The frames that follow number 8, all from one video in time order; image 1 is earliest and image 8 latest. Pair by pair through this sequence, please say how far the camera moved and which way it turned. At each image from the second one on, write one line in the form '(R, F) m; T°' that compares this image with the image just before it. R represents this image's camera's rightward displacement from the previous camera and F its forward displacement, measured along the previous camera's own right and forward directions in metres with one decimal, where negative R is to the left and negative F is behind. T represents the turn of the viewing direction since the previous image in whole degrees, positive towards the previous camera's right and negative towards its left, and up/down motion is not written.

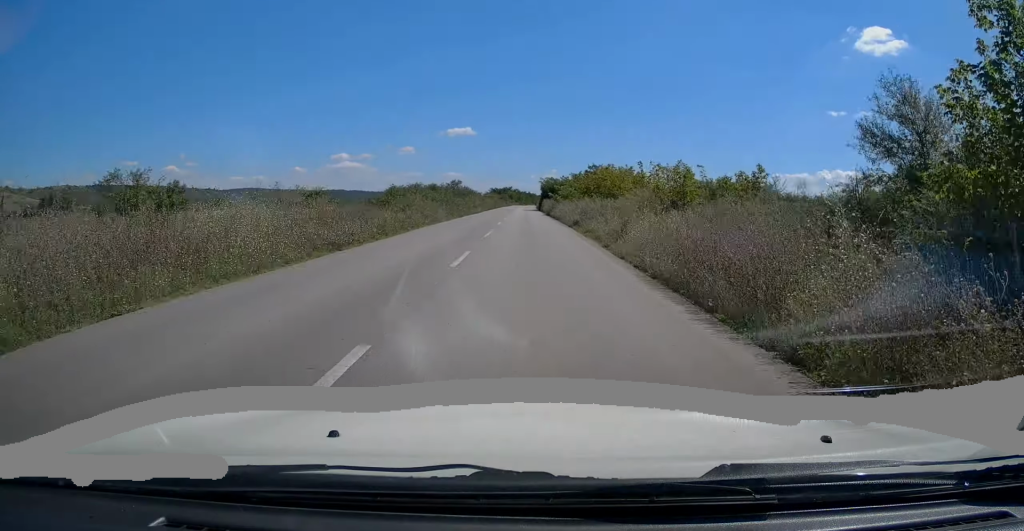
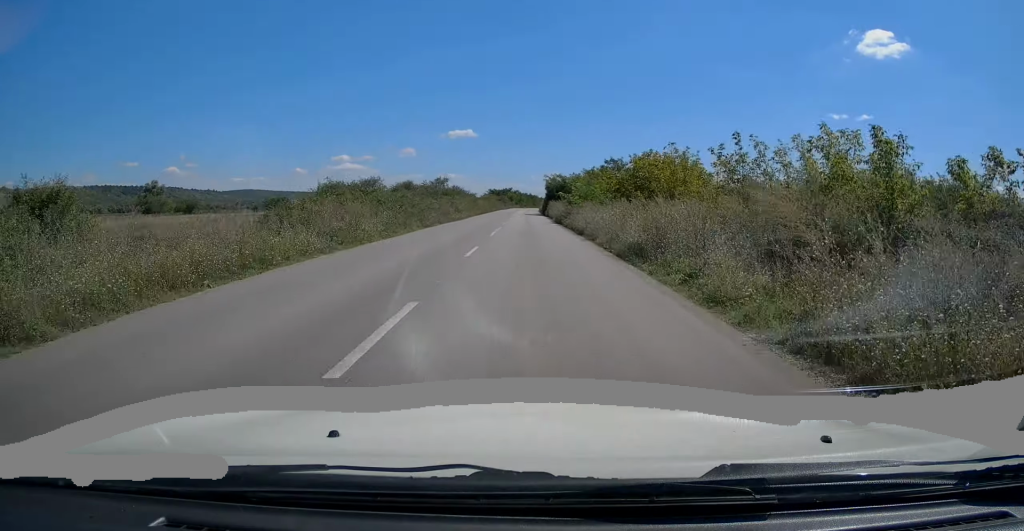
(0.0, +15.7) m; 0°
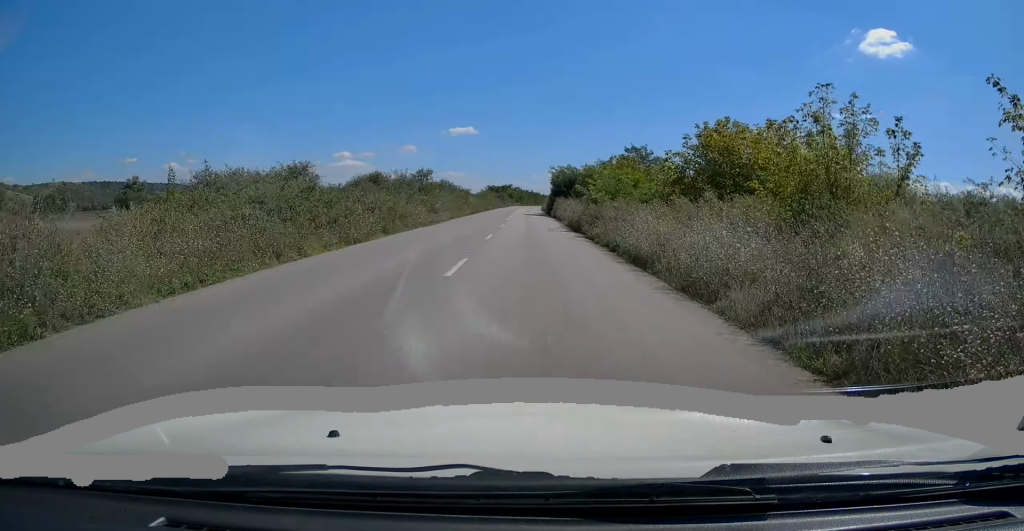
(0.0, +12.5) m; 0°
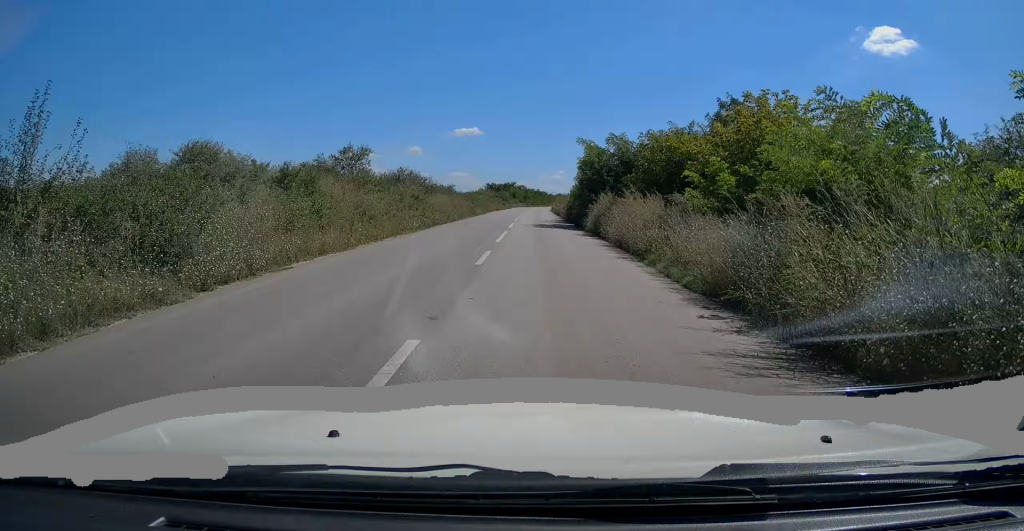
(-0.1, +24.9) m; +1°
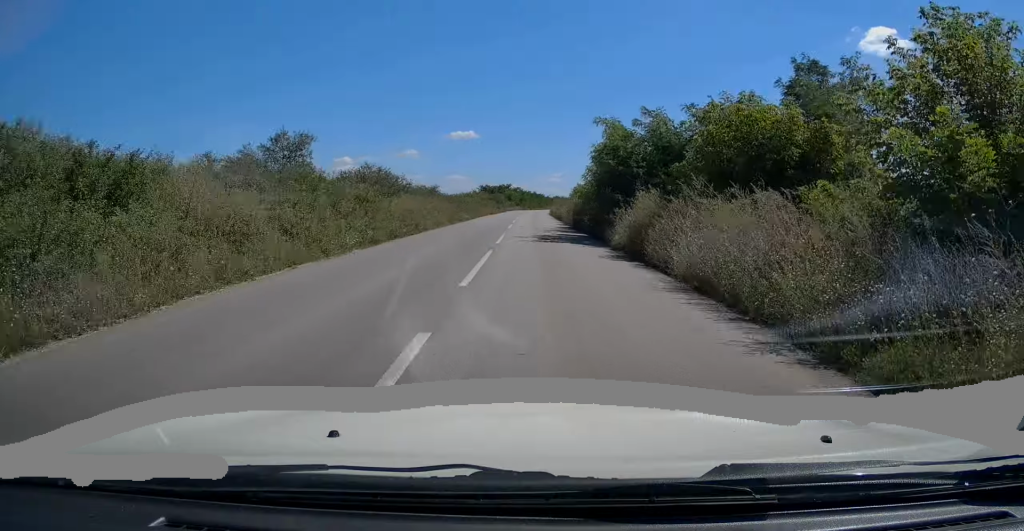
(+0.1, +8.6) m; 0°
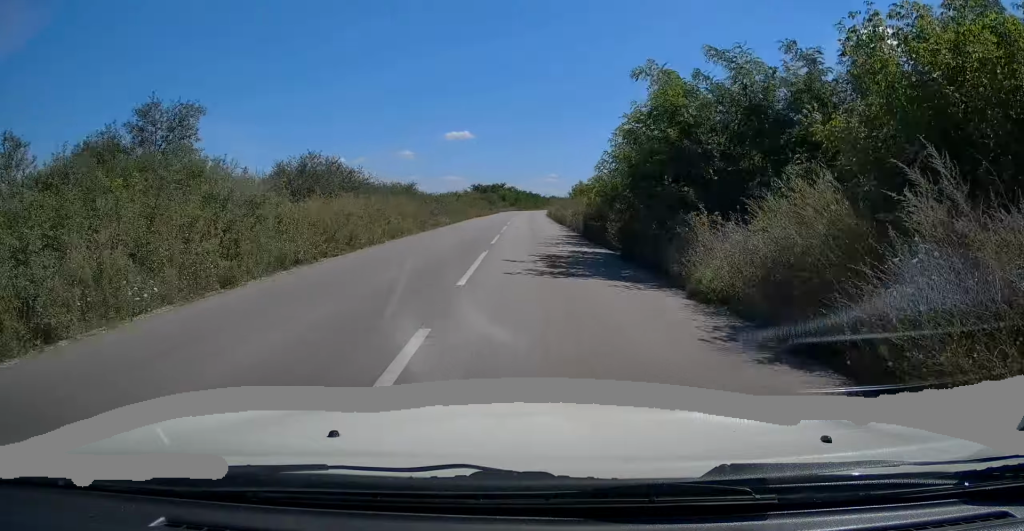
(+0.2, +8.6) m; 0°
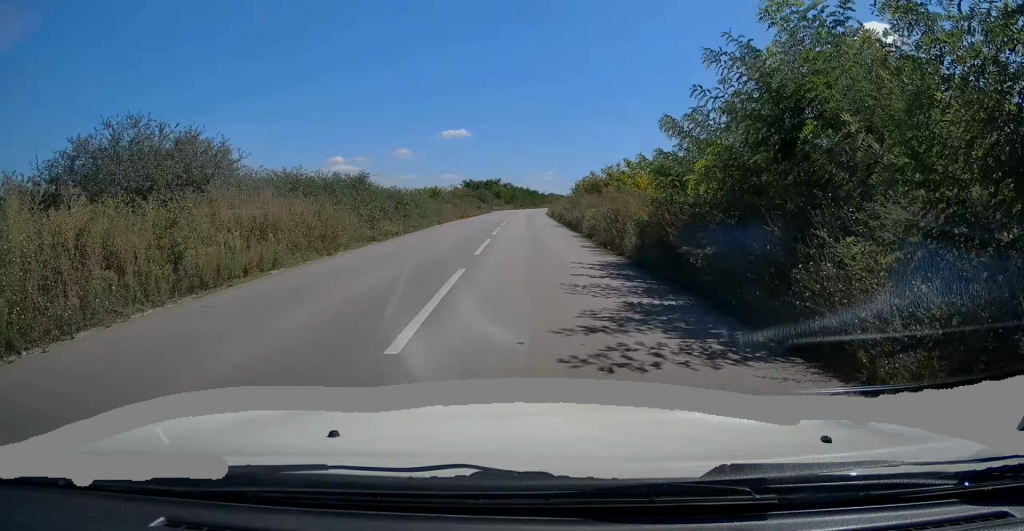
(-0.2, +12.7) m; 0°
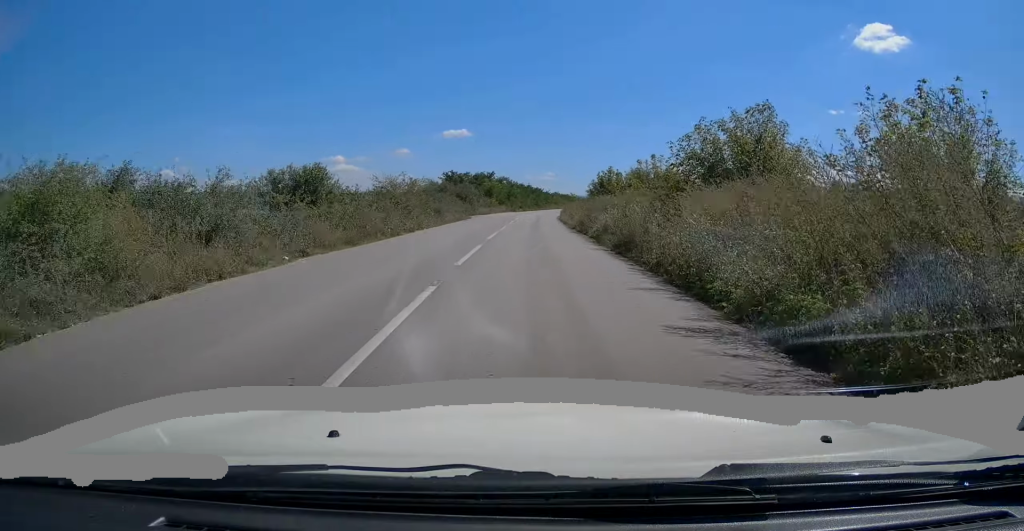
(-0.1, +28.8) m; +1°
